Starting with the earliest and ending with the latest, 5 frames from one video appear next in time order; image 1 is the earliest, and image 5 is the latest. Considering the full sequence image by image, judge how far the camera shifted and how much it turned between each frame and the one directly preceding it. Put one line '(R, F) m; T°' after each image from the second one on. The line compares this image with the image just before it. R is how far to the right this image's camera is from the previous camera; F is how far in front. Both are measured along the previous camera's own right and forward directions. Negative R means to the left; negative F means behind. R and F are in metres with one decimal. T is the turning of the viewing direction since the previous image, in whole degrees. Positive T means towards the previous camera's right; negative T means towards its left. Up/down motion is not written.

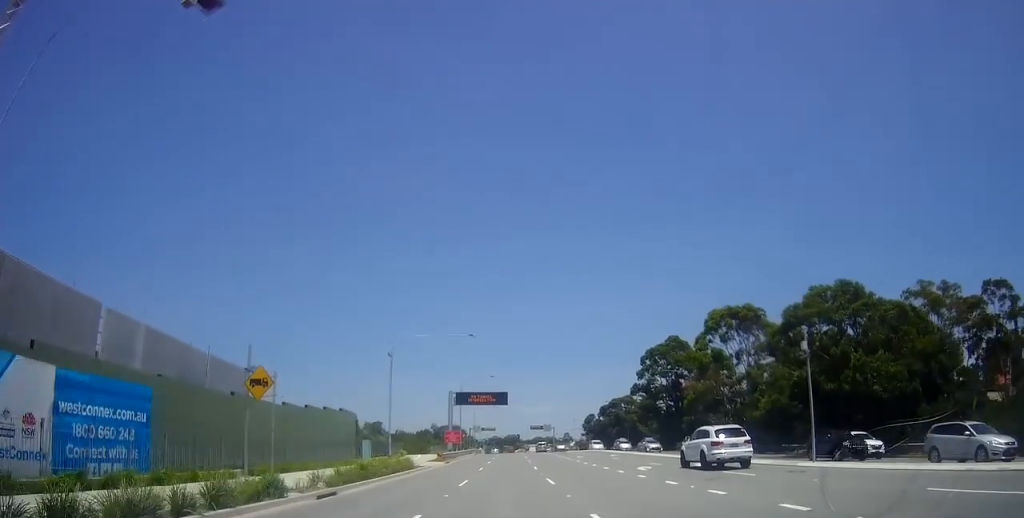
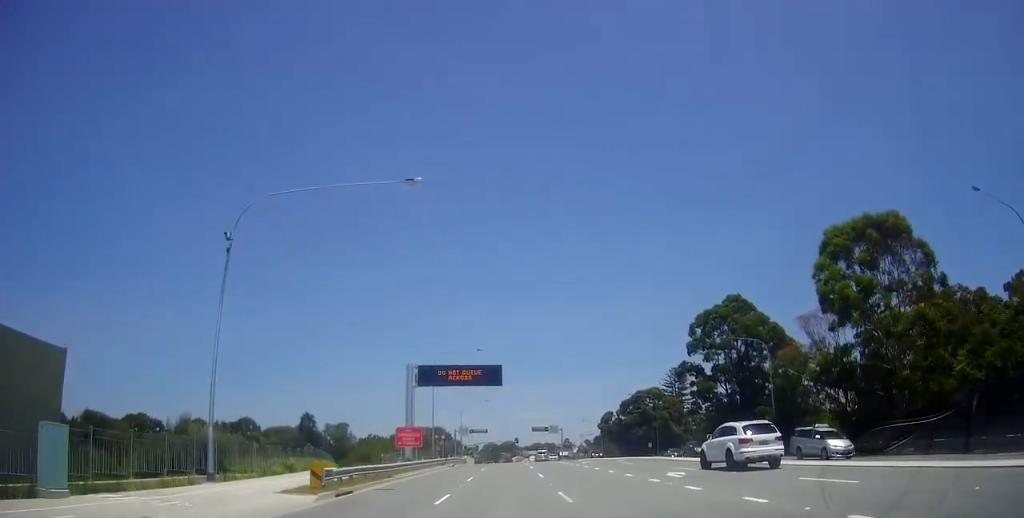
(+0.4, +30.3) m; 0°
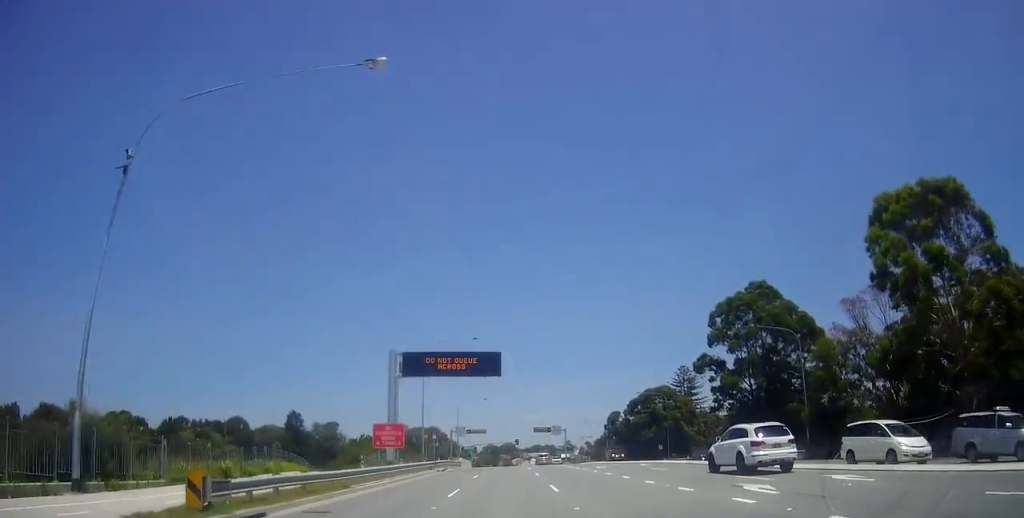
(-0.4, +7.4) m; -1°
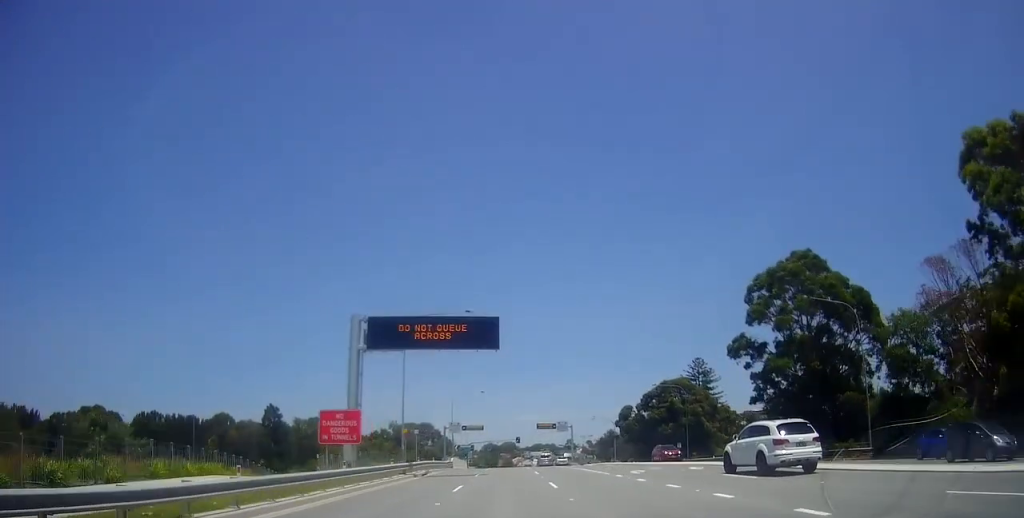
(+0.4, +10.8) m; +1°
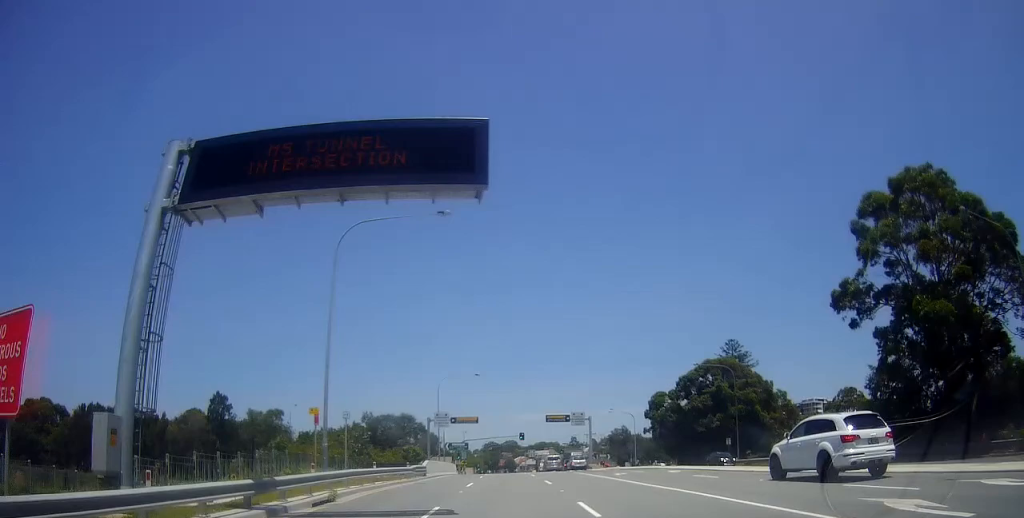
(+0.2, +20.1) m; +1°
